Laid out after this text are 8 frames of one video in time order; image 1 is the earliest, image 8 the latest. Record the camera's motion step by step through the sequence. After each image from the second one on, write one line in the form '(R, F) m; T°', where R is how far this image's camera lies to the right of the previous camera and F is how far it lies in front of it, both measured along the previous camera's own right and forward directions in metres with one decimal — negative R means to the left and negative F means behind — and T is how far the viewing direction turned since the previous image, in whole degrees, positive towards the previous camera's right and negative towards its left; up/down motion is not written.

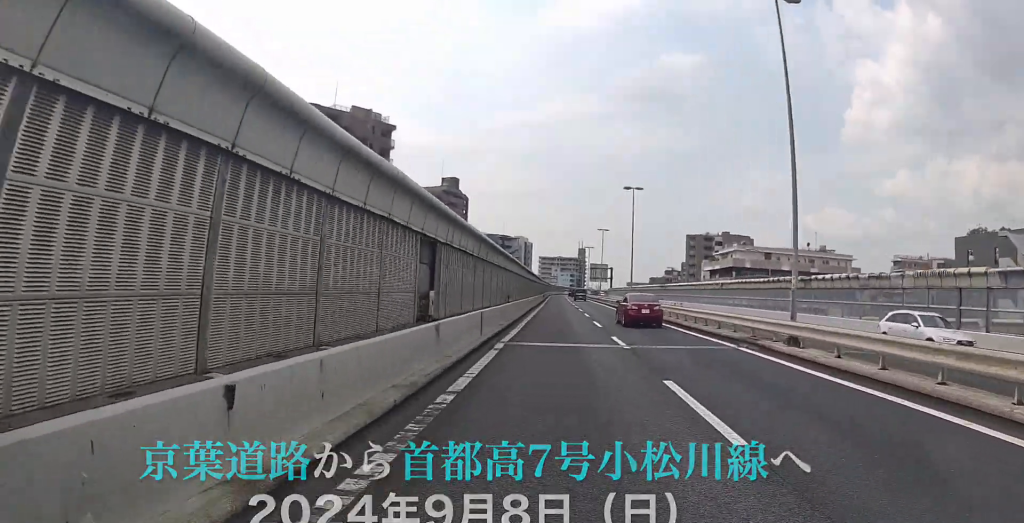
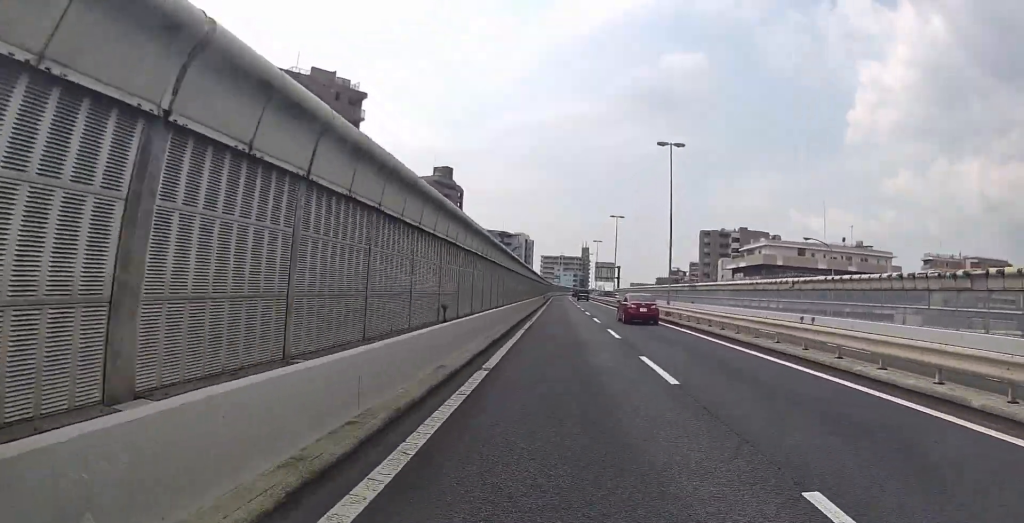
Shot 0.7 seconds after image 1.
(+0.1, +16.4) m; -1°
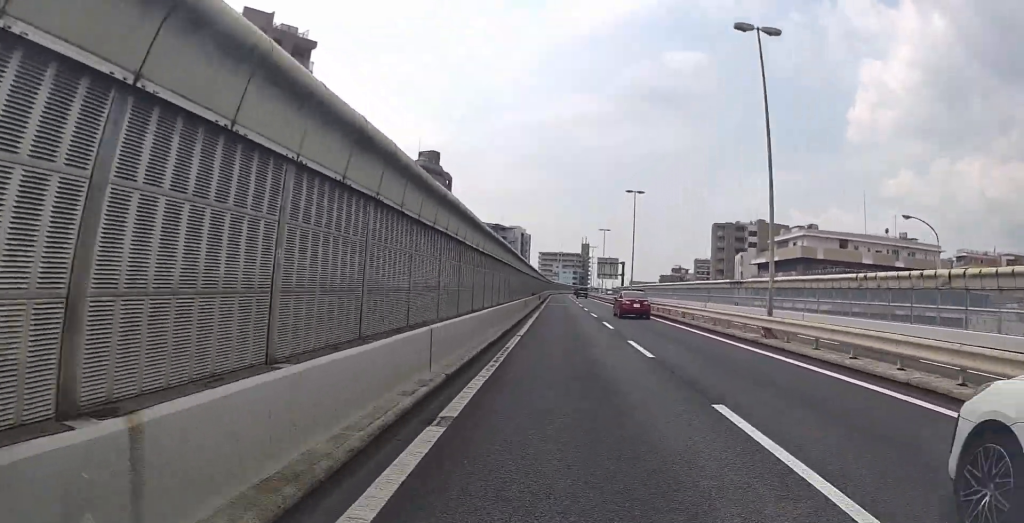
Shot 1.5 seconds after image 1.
(-0.1, +16.3) m; 0°
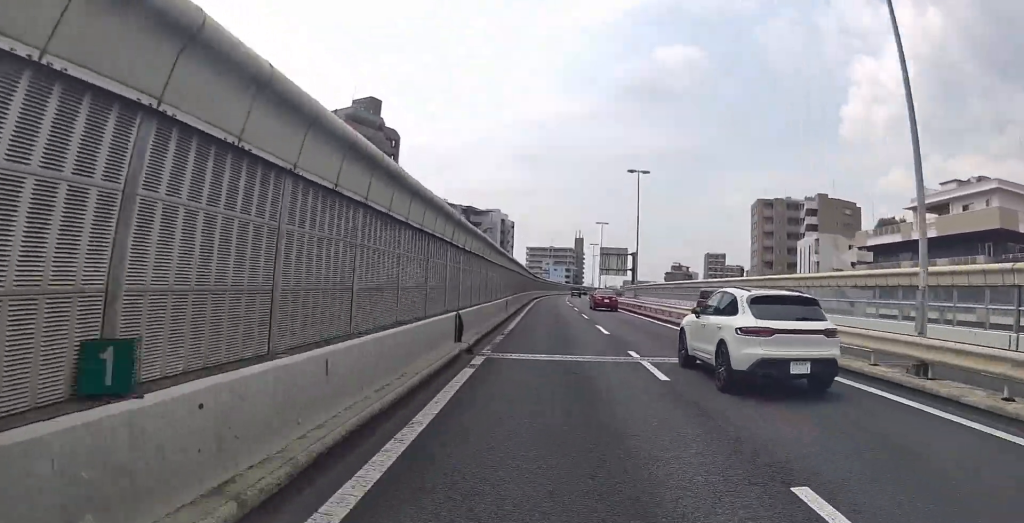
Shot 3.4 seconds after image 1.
(+1.4, +42.3) m; +1°
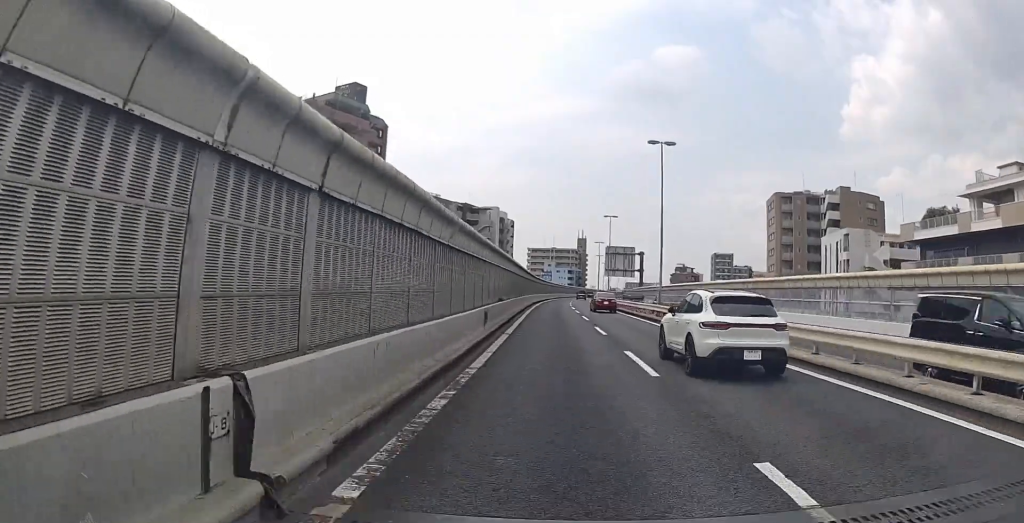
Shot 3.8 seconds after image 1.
(-0.9, +9.6) m; 0°
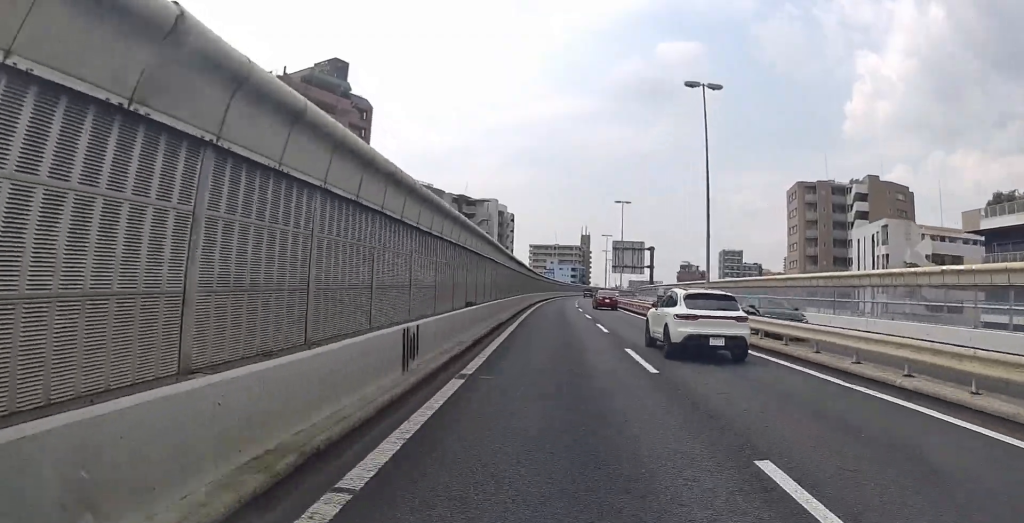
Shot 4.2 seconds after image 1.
(-0.6, +9.7) m; 0°
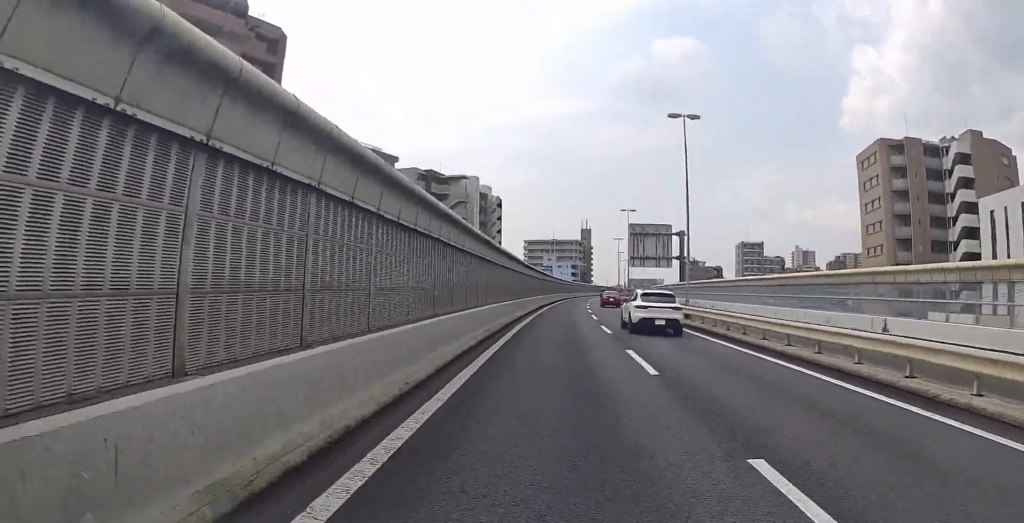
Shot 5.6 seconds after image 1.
(+1.1, +31.0) m; 0°
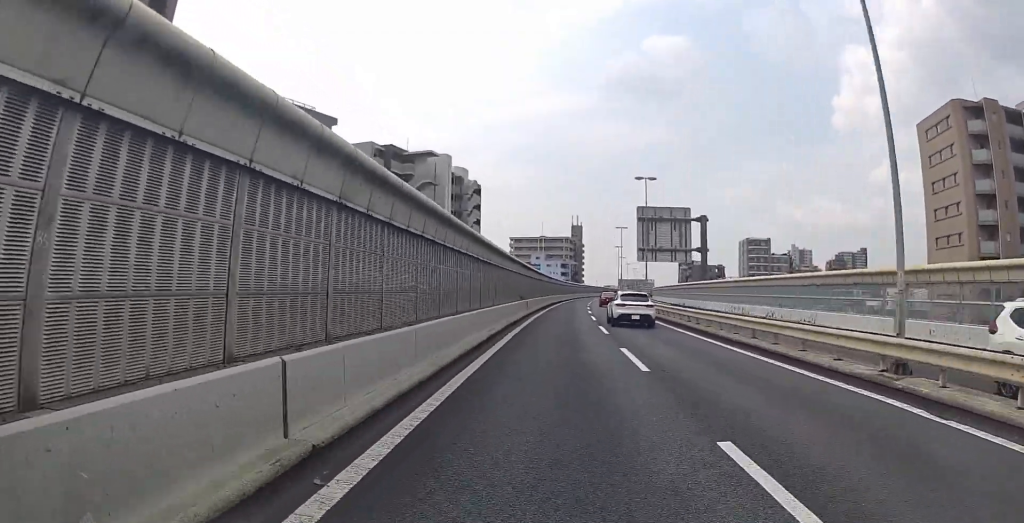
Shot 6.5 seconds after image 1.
(-0.5, +20.1) m; 0°
